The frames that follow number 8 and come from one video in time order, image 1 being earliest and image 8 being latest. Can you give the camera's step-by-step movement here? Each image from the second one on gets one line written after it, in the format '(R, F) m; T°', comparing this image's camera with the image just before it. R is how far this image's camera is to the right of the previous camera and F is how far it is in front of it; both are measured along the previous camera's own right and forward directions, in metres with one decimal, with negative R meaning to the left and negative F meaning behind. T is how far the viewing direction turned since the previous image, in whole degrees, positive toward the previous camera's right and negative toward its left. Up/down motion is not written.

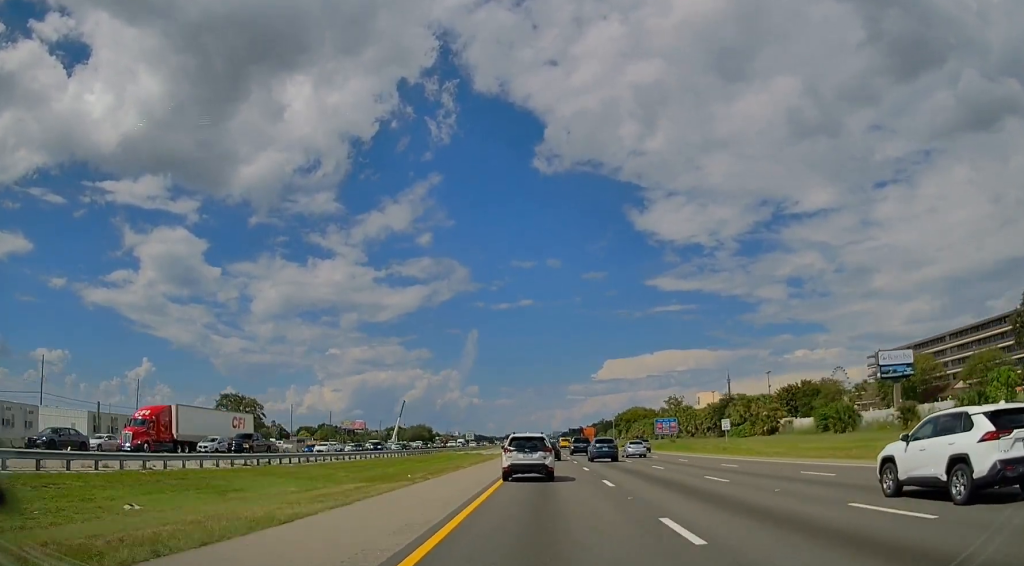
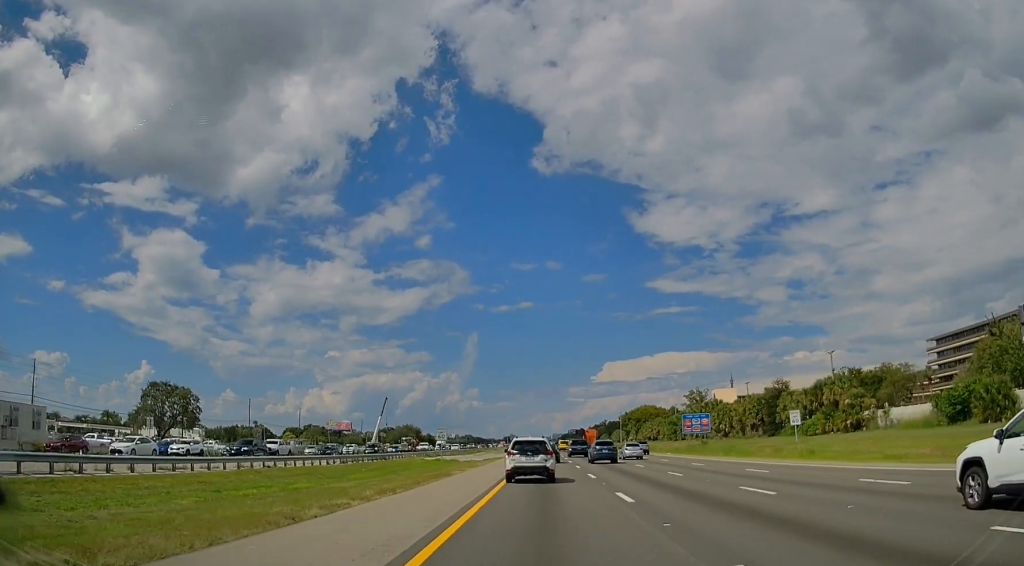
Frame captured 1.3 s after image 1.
(0.0, +28.8) m; 0°
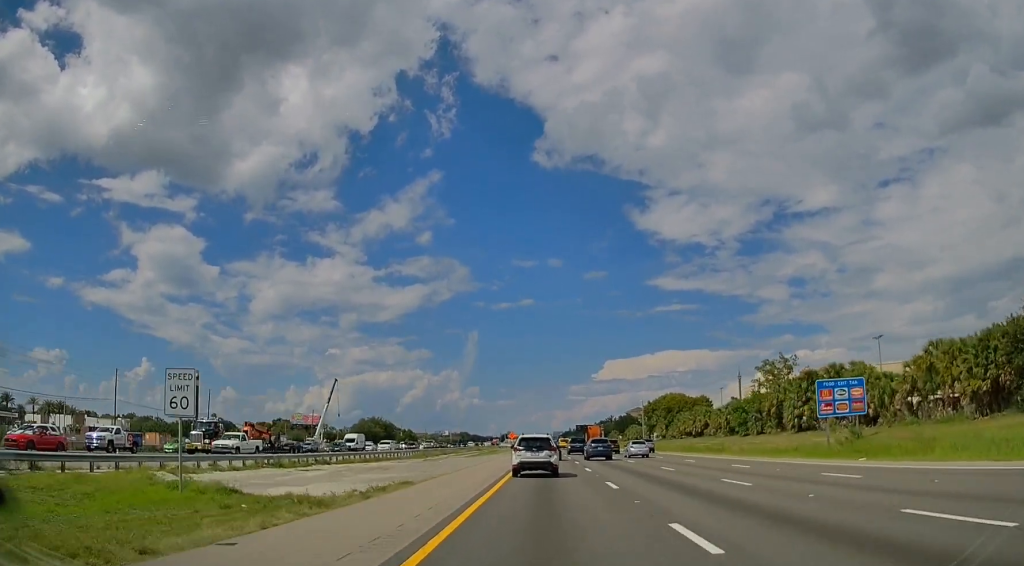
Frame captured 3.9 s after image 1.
(0.0, +60.7) m; 0°
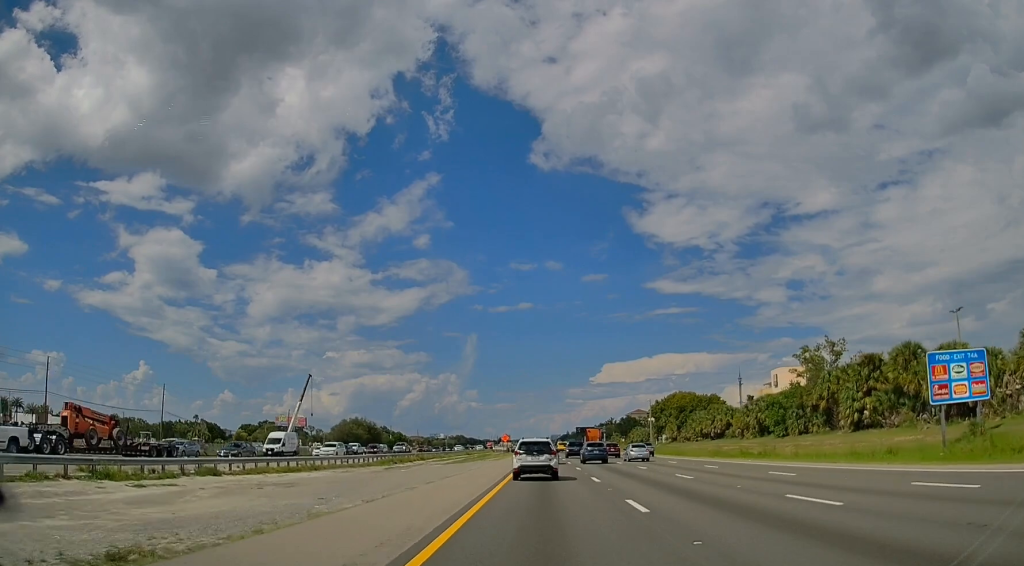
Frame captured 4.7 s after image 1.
(0.0, +20.5) m; 0°
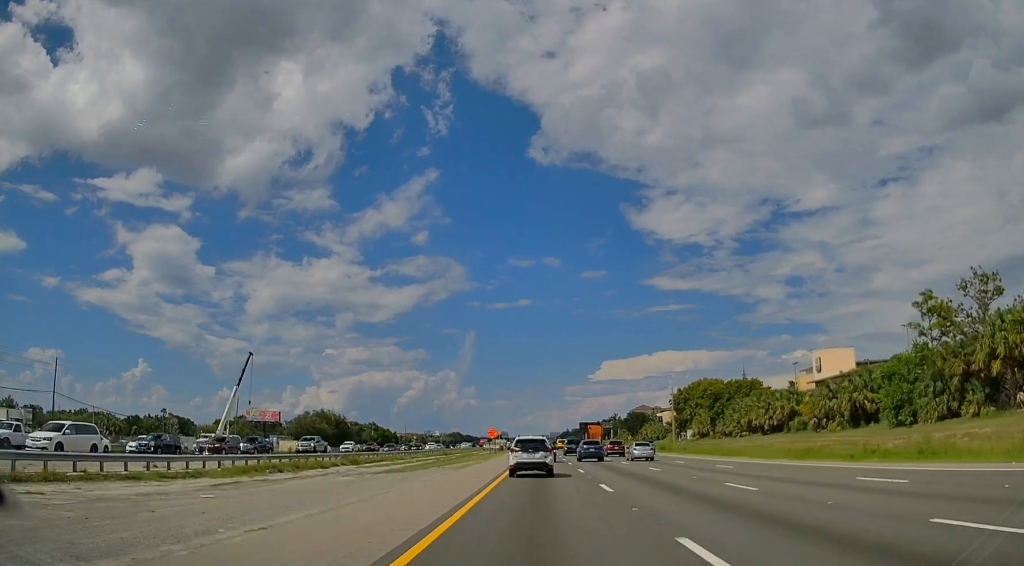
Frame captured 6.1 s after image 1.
(0.0, +38.2) m; 0°
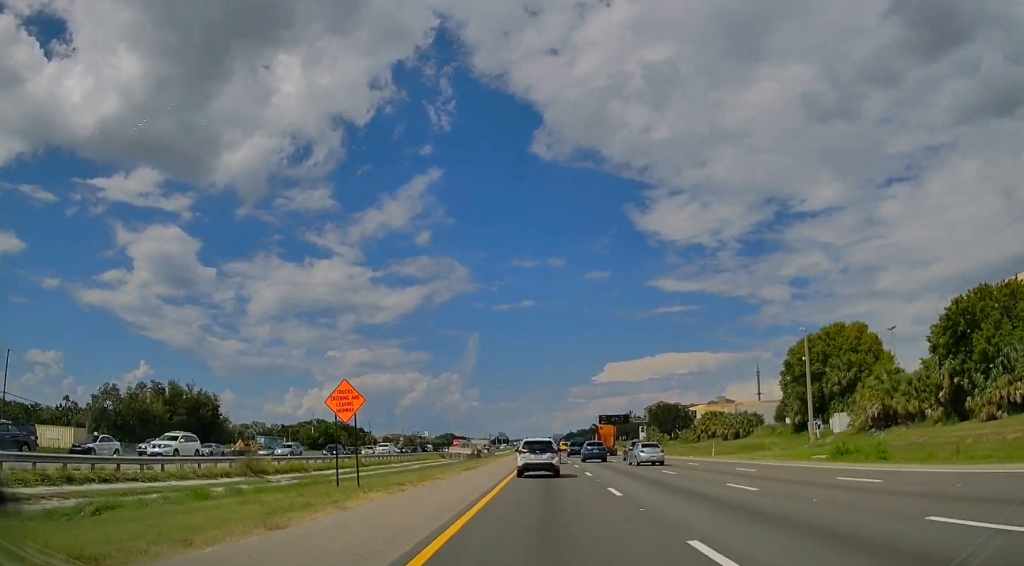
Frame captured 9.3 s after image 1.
(-0.6, +86.2) m; 0°
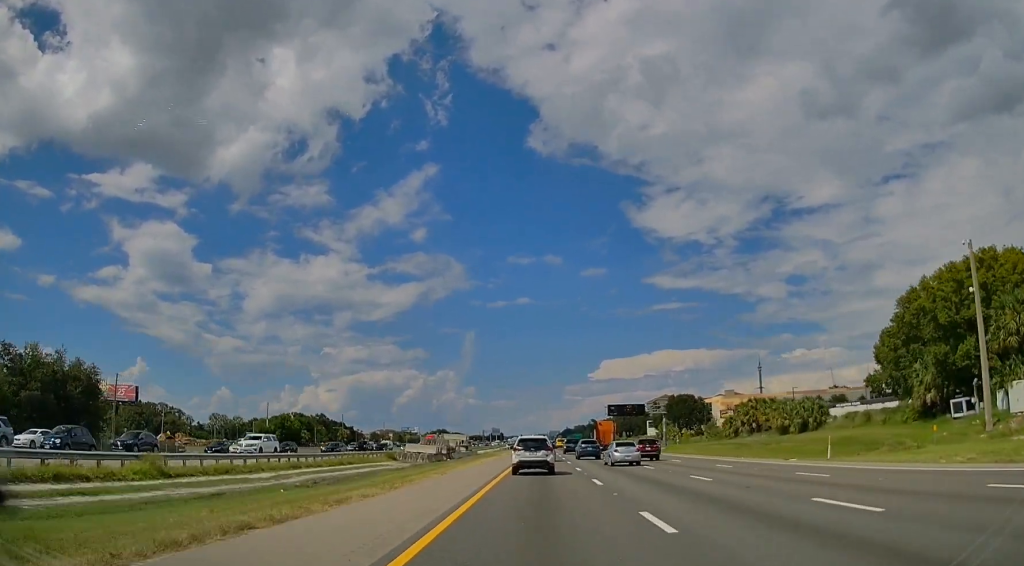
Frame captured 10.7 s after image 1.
(0.0, +35.5) m; 0°
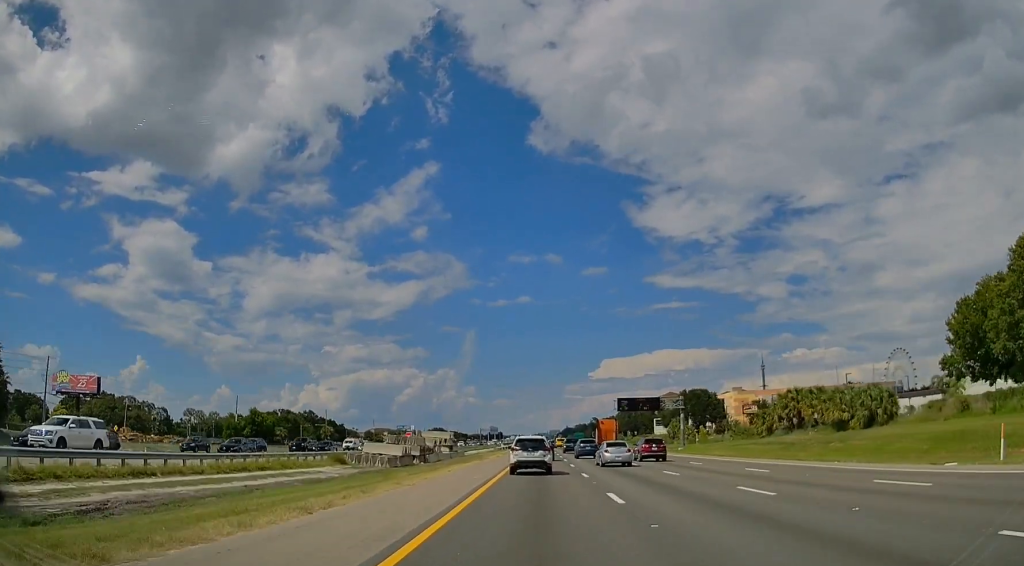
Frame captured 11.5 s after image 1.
(+0.1, +19.8) m; 0°
